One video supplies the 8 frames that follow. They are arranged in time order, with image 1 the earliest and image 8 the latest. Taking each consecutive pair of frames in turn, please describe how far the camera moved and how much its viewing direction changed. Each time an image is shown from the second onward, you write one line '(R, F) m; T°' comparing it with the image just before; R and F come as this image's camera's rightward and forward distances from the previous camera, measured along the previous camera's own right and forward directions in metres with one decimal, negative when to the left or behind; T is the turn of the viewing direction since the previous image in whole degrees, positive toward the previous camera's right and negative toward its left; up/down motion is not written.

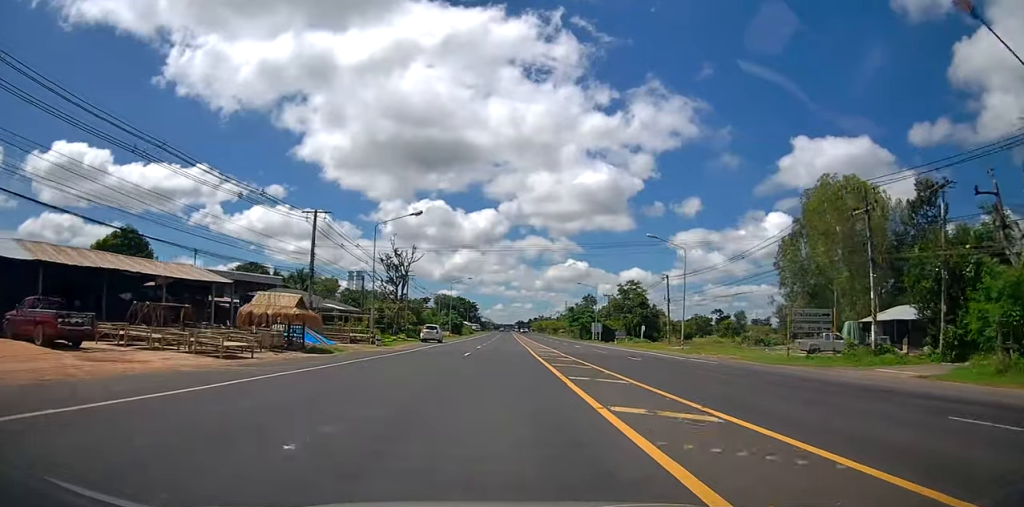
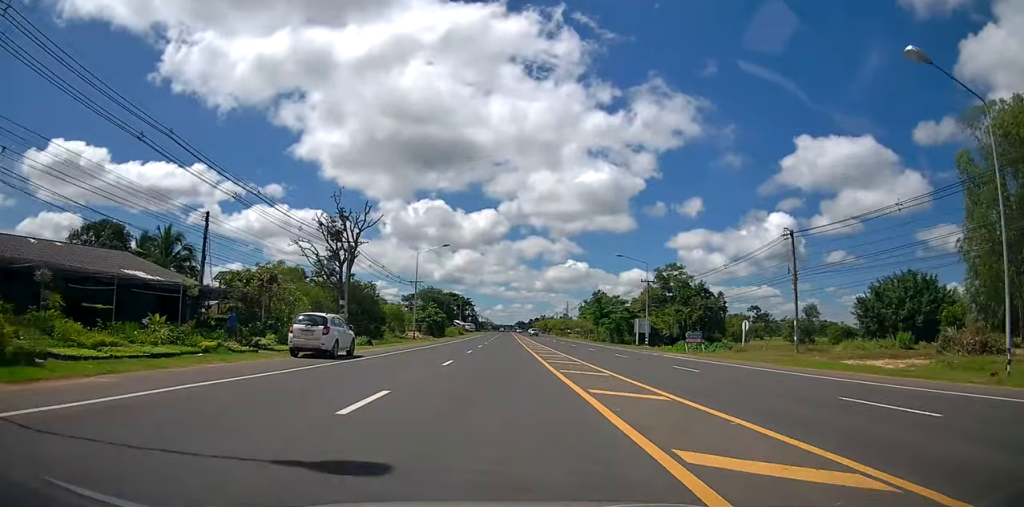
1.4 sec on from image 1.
(0.0, +32.8) m; 0°
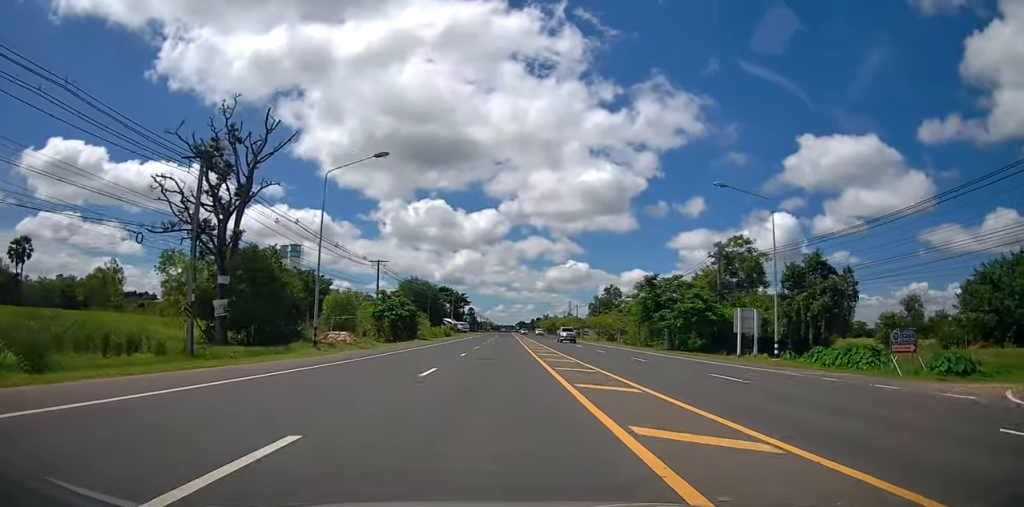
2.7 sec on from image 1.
(+0.3, +28.3) m; +1°
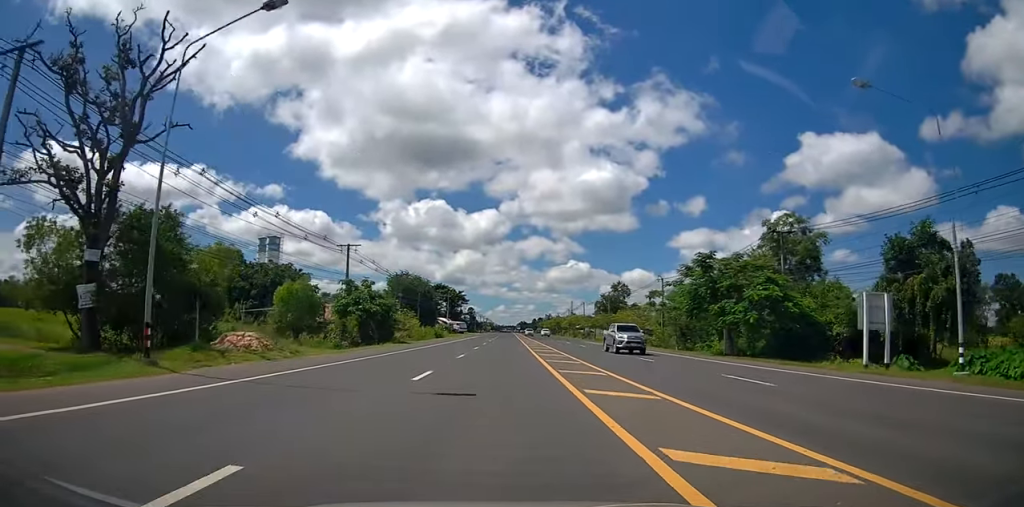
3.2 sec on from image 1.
(+0.1, +13.4) m; 0°
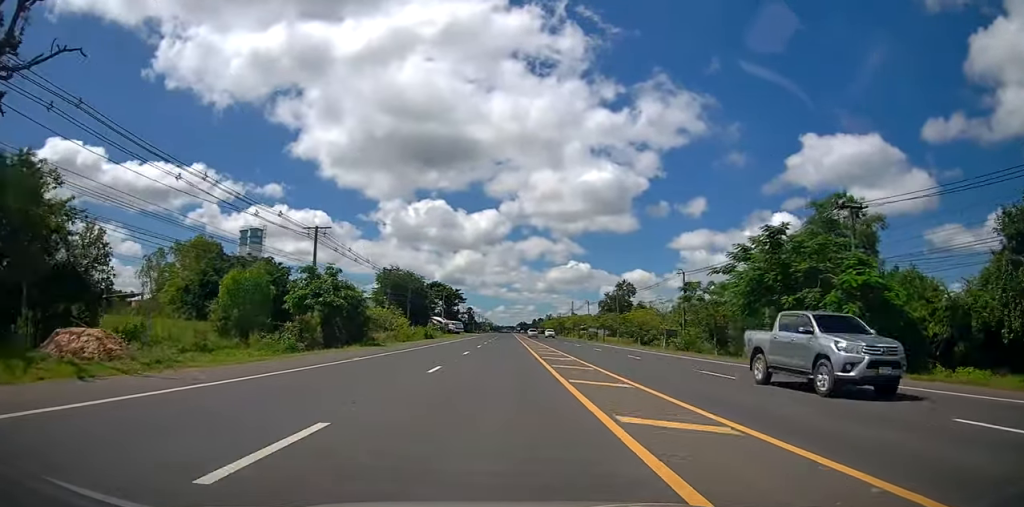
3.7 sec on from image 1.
(-0.2, +9.5) m; 0°
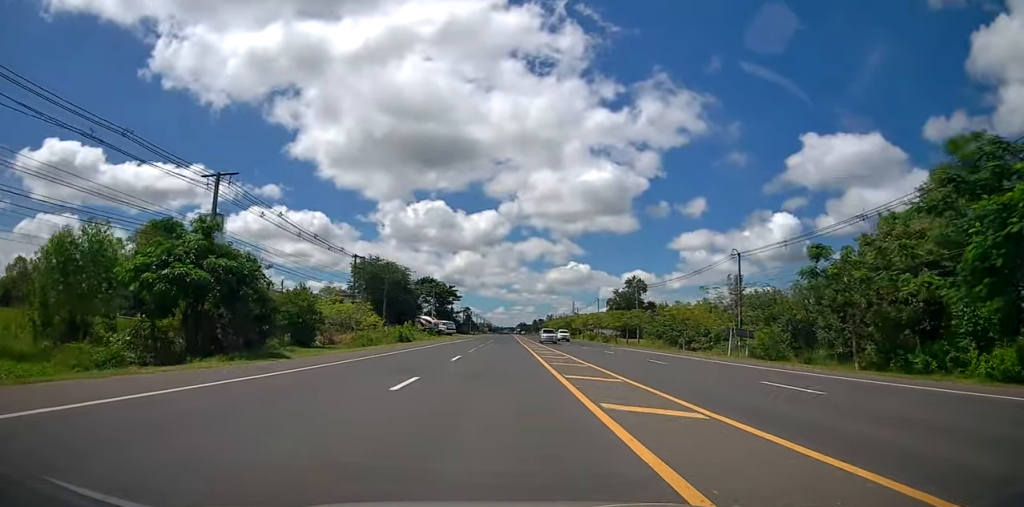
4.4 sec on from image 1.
(-0.1, +16.7) m; 0°
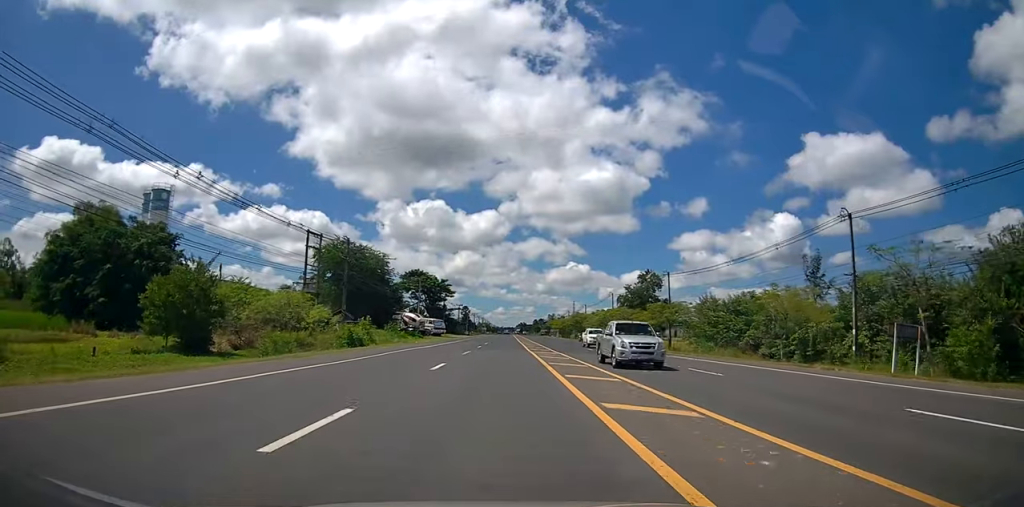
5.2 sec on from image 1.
(+0.1, +17.8) m; 0°
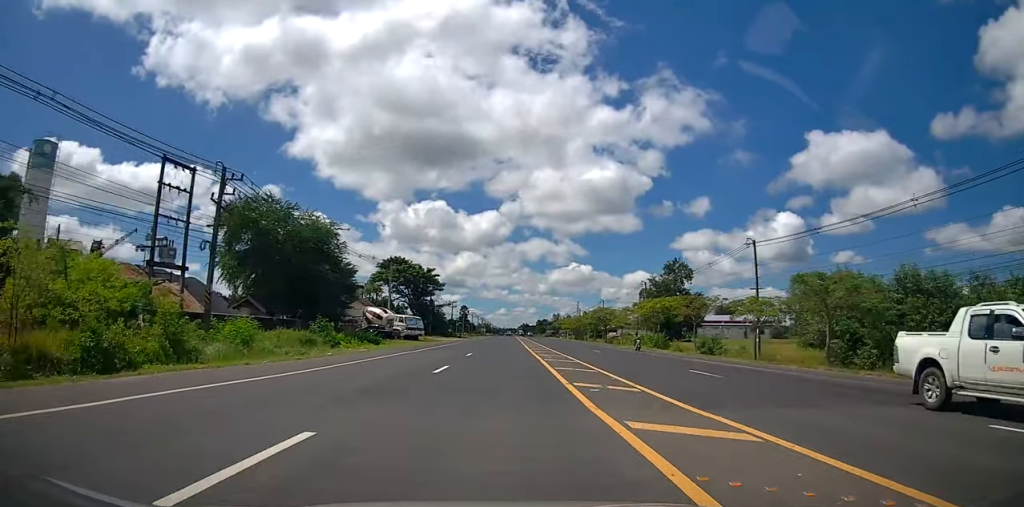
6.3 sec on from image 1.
(0.0, +25.7) m; 0°
